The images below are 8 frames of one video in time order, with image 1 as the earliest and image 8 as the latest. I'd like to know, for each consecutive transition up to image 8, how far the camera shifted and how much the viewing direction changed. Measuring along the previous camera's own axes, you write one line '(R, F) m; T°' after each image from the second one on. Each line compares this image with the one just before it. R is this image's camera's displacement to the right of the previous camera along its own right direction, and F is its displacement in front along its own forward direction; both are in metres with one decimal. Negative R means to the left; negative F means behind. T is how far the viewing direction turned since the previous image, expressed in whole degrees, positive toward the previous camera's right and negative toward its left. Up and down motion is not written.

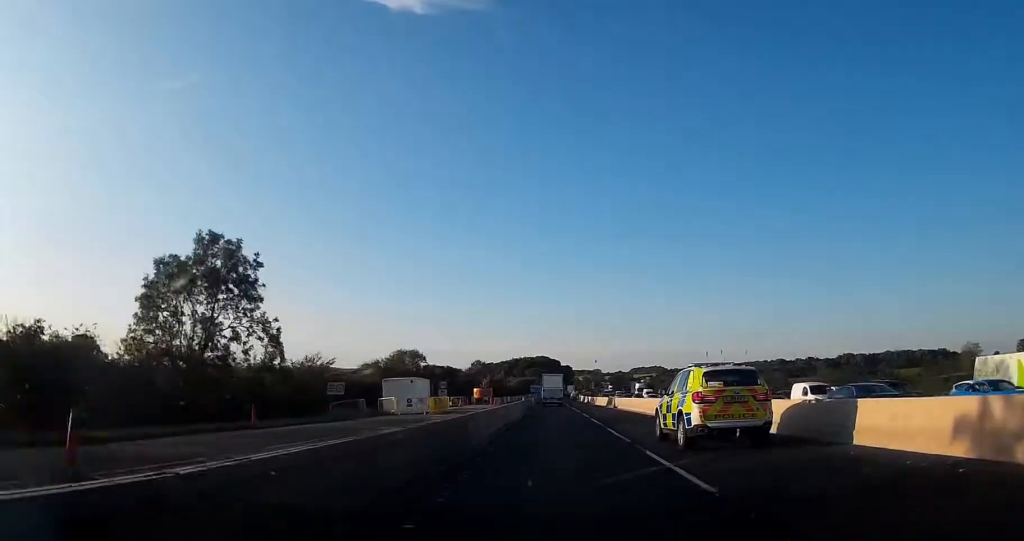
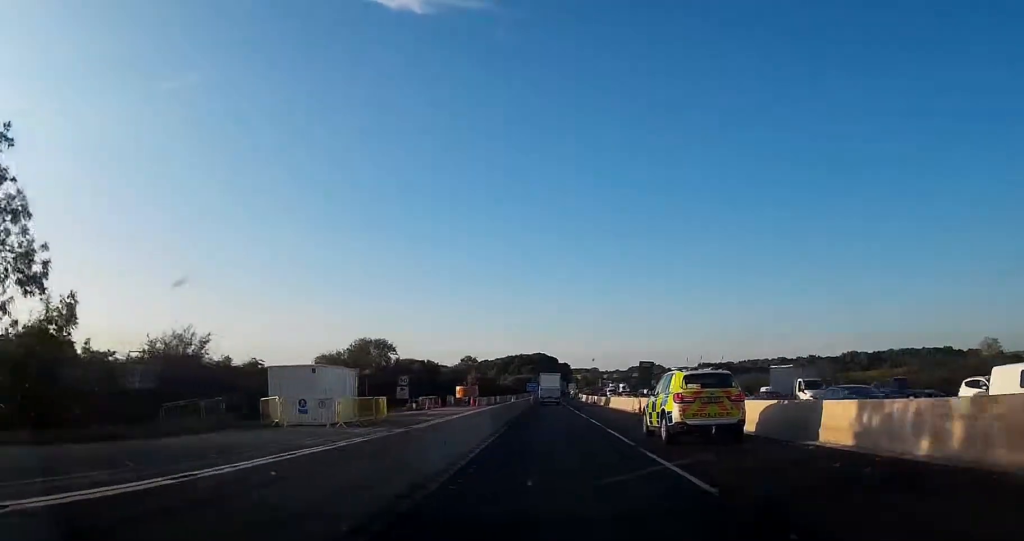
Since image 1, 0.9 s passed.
(0.0, +18.4) m; 0°
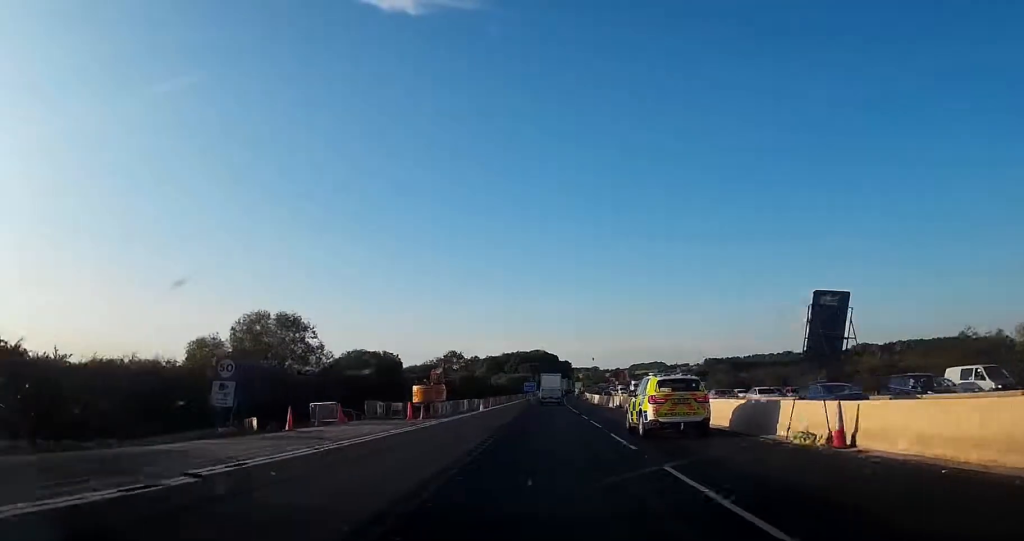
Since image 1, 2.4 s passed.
(+0.1, +29.9) m; 0°
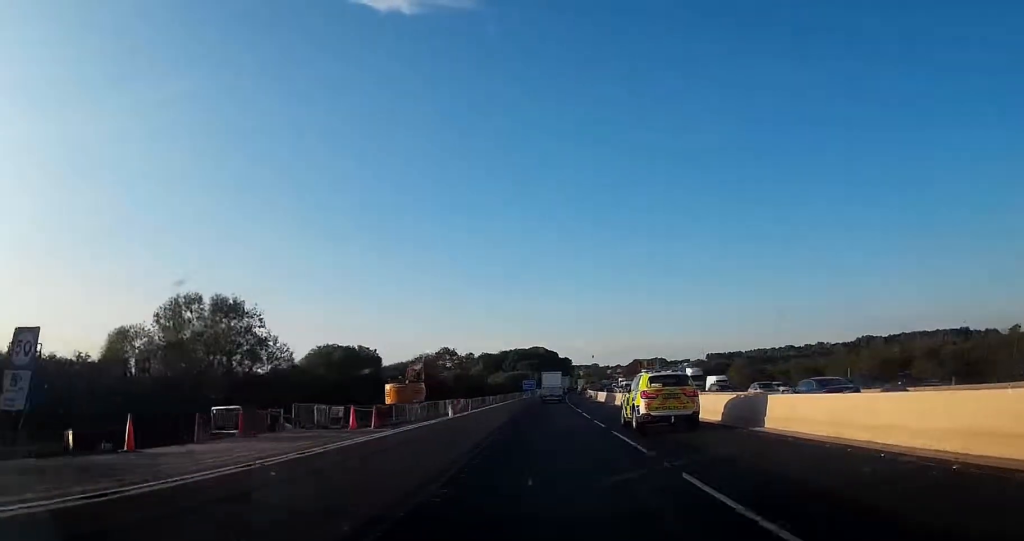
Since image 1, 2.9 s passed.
(0.0, +10.8) m; 0°
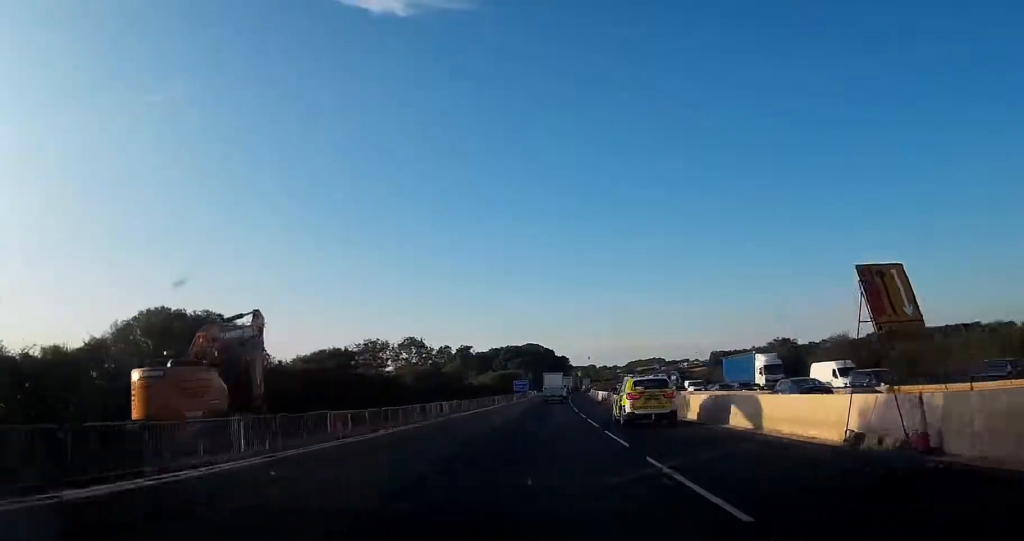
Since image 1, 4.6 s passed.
(-0.1, +33.4) m; 0°
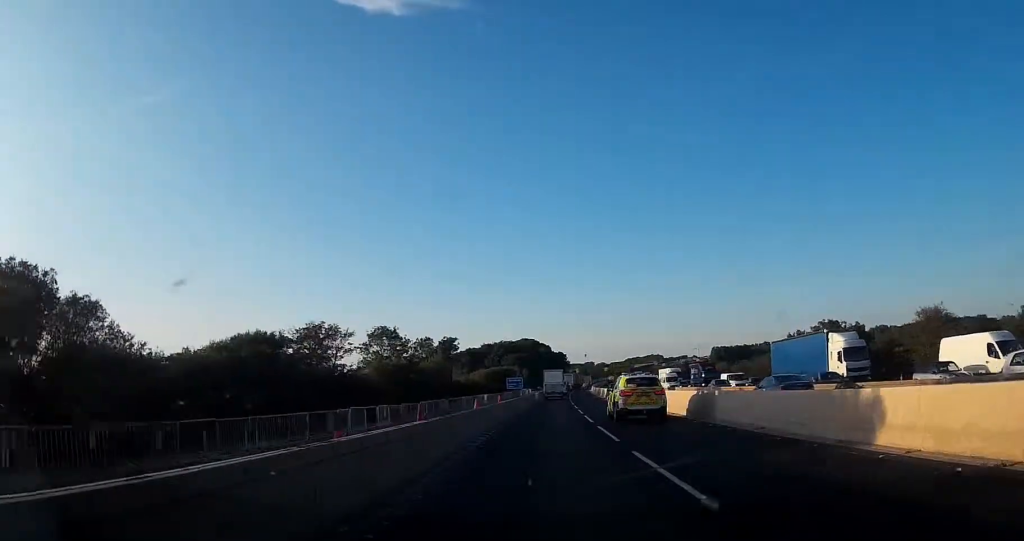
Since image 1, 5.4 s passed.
(+0.1, +17.4) m; +1°
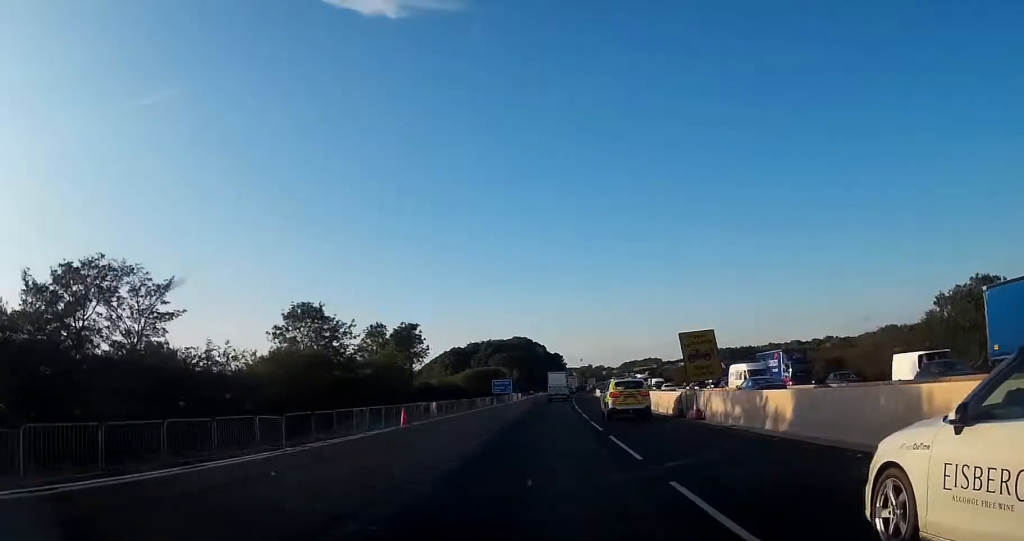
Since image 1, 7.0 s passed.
(+0.1, +30.8) m; 0°
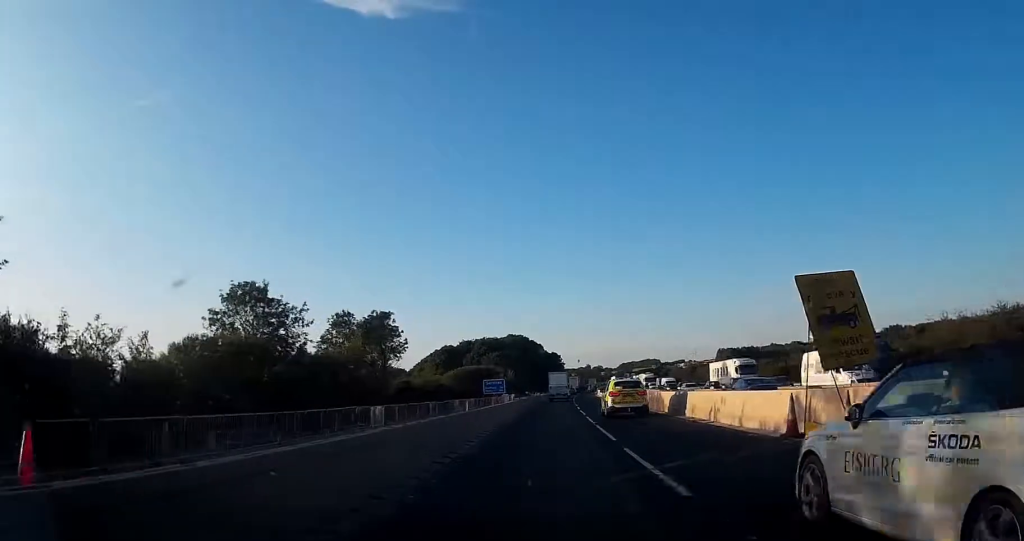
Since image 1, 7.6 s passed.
(0.0, +13.4) m; 0°
